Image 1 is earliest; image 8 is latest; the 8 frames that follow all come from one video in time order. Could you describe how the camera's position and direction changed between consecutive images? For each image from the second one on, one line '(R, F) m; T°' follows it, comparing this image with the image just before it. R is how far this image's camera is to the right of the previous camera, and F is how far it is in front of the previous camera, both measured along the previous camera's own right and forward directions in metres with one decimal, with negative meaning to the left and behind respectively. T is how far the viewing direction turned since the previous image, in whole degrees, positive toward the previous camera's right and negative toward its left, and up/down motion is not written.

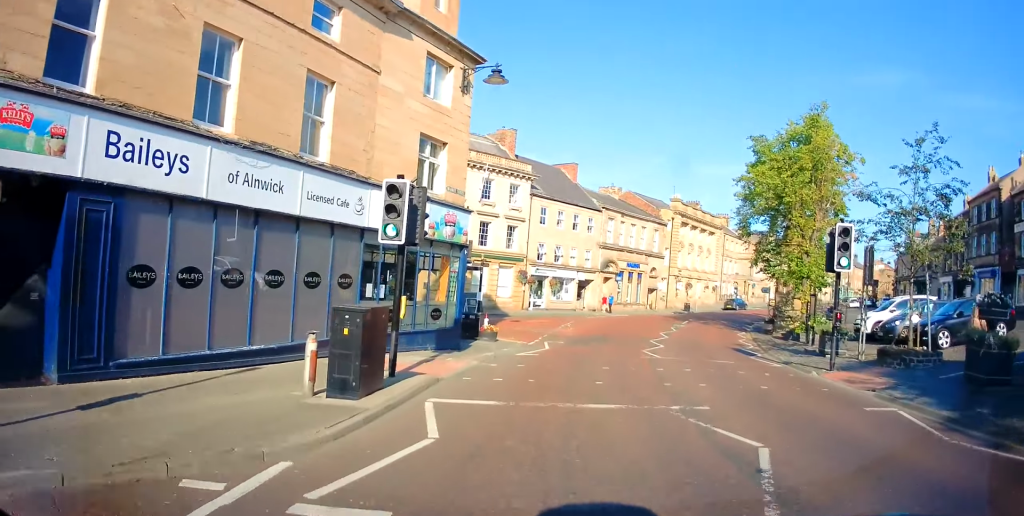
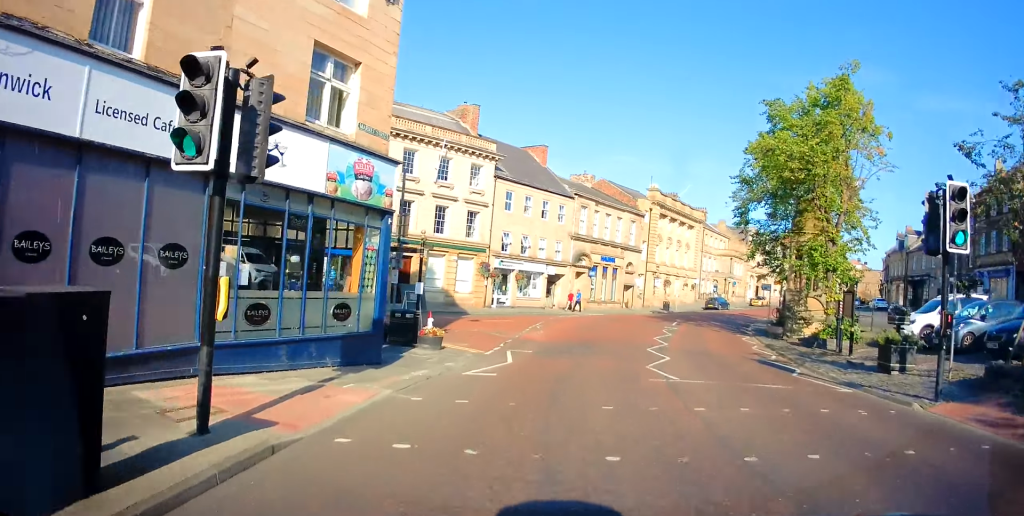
(+0.3, +5.4) m; +5°
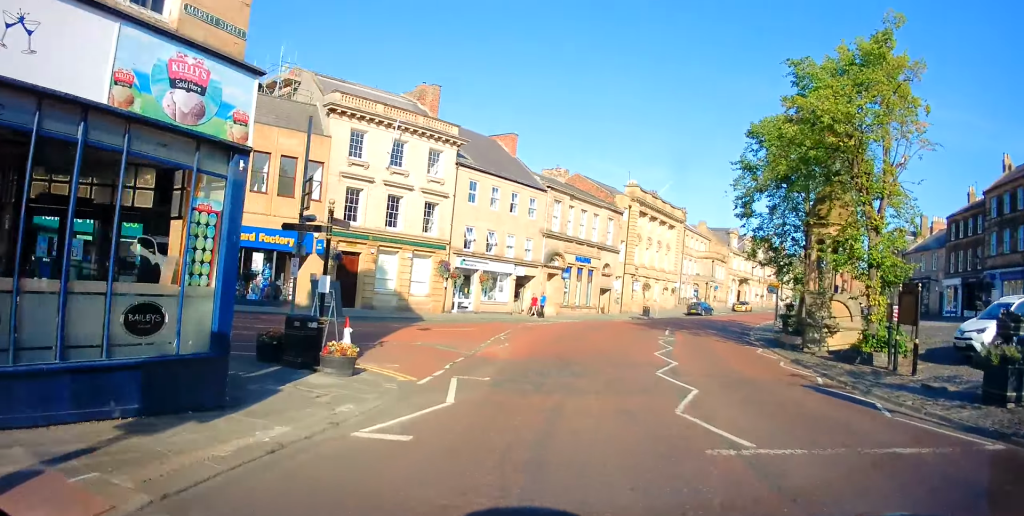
(+0.2, +5.1) m; +3°
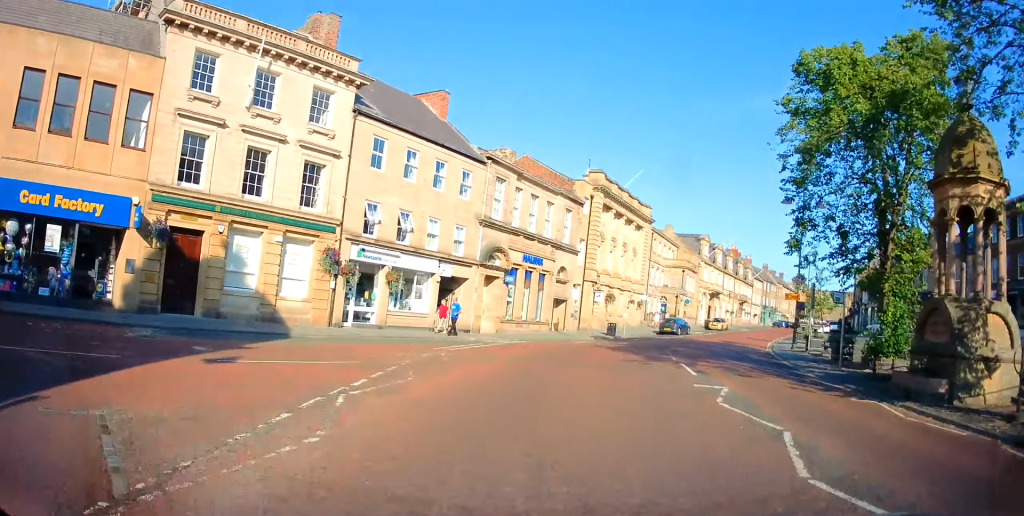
(+0.4, +10.8) m; +4°
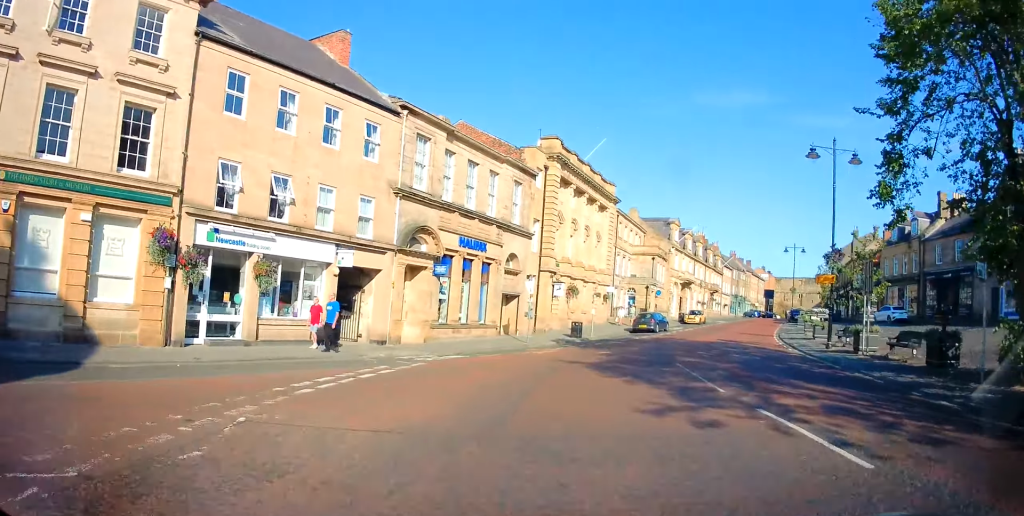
(+0.3, +8.6) m; +5°
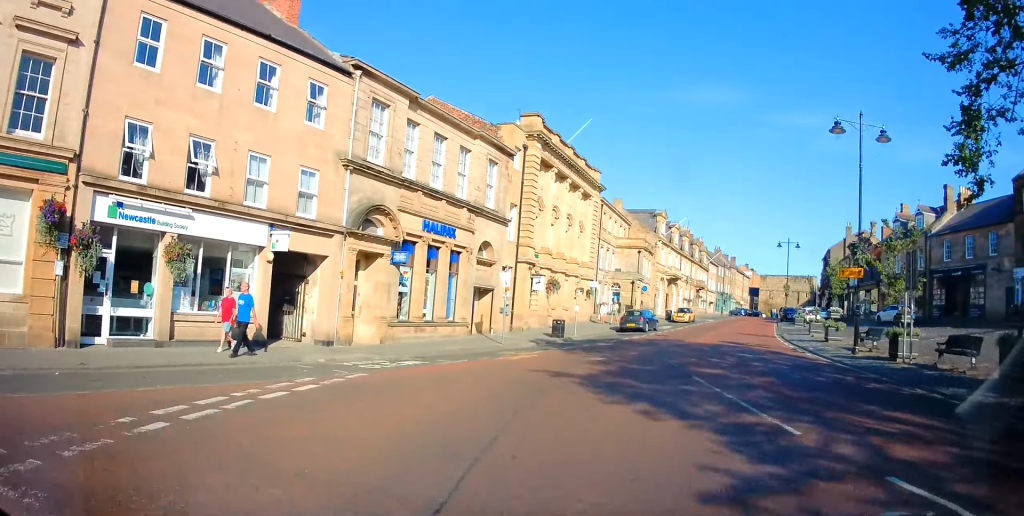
(0.0, +3.7) m; +3°
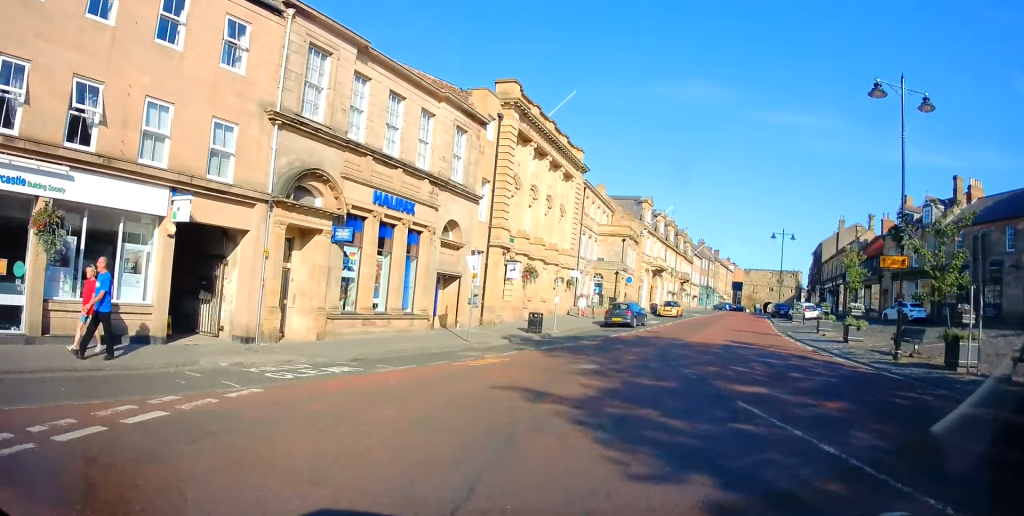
(+0.2, +4.0) m; +2°
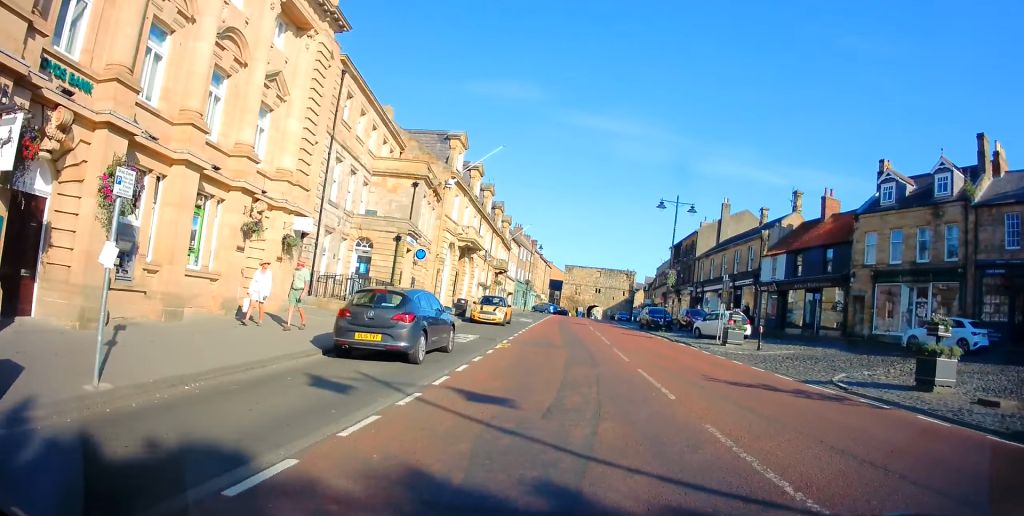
(+3.1, +21.0) m; +20°
